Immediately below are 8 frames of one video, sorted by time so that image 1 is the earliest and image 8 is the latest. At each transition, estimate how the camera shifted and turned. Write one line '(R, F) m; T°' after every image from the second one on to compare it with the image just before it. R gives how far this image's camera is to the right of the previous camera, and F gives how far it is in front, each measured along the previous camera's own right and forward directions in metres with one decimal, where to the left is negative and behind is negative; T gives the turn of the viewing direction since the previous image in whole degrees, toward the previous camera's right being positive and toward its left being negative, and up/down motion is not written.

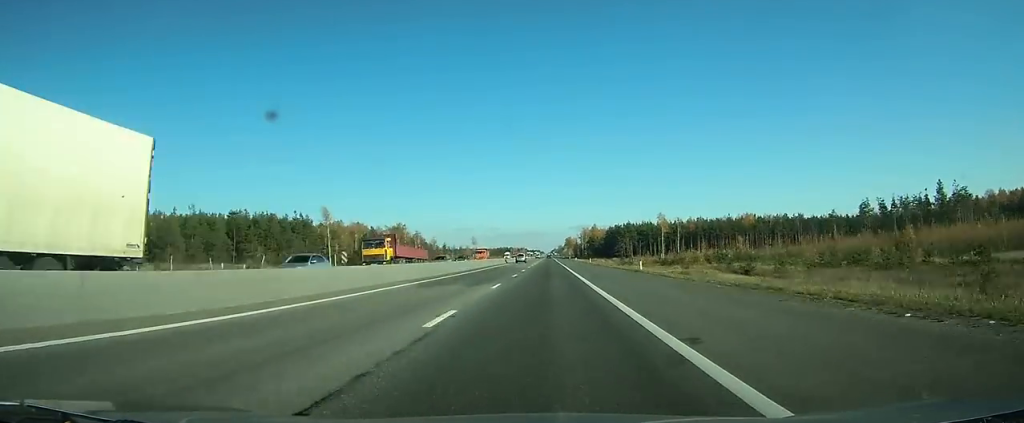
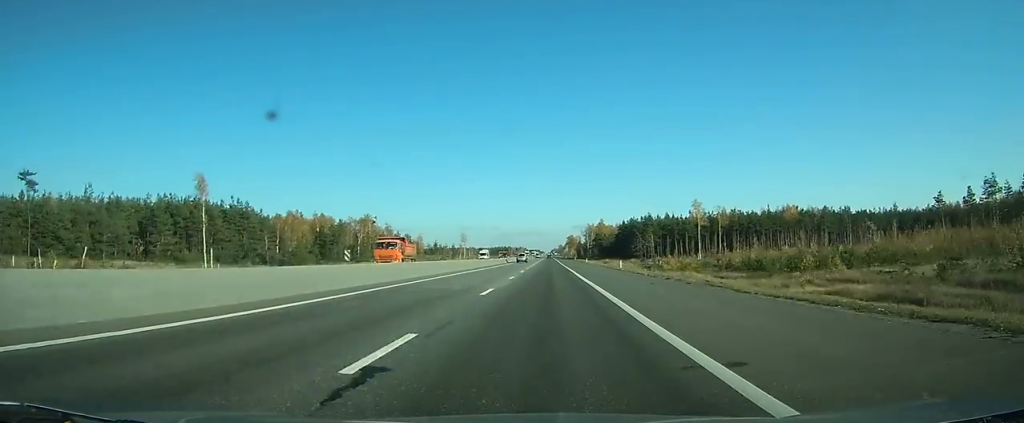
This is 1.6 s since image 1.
(0.0, +36.9) m; 0°
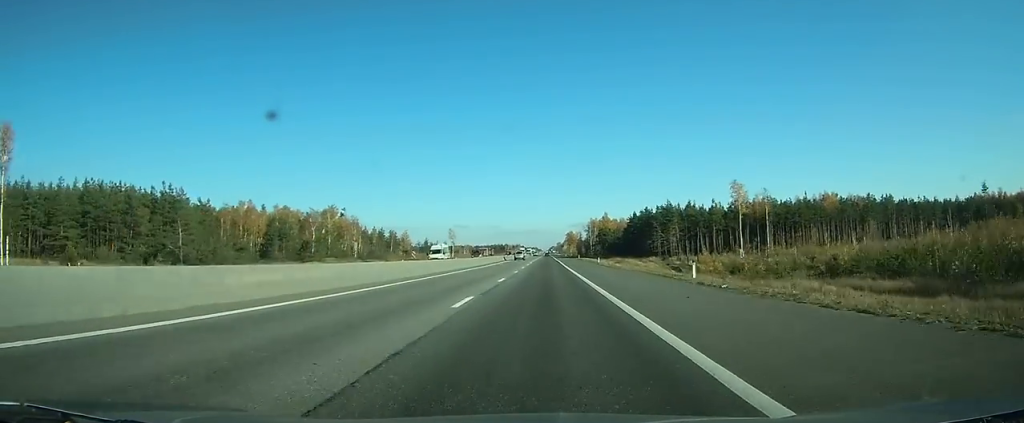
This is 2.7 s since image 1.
(0.0, +28.6) m; 0°
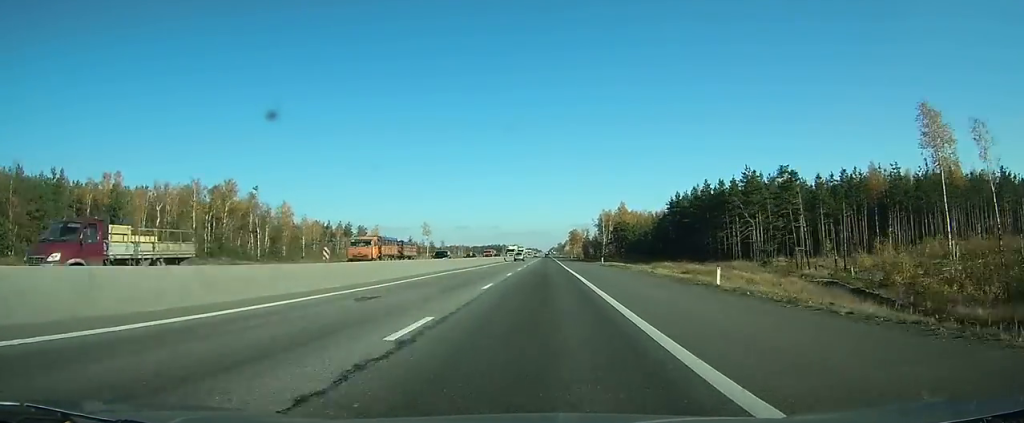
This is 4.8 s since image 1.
(0.0, +56.6) m; 0°
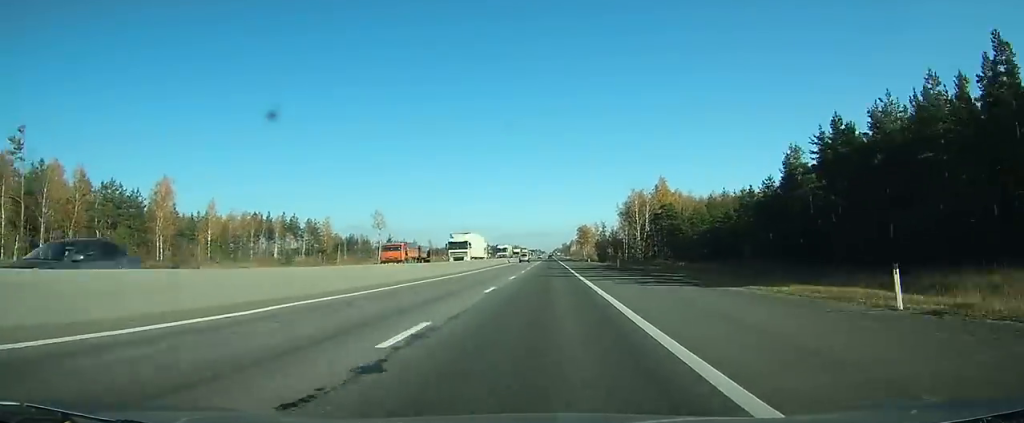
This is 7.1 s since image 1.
(-0.1, +64.7) m; 0°
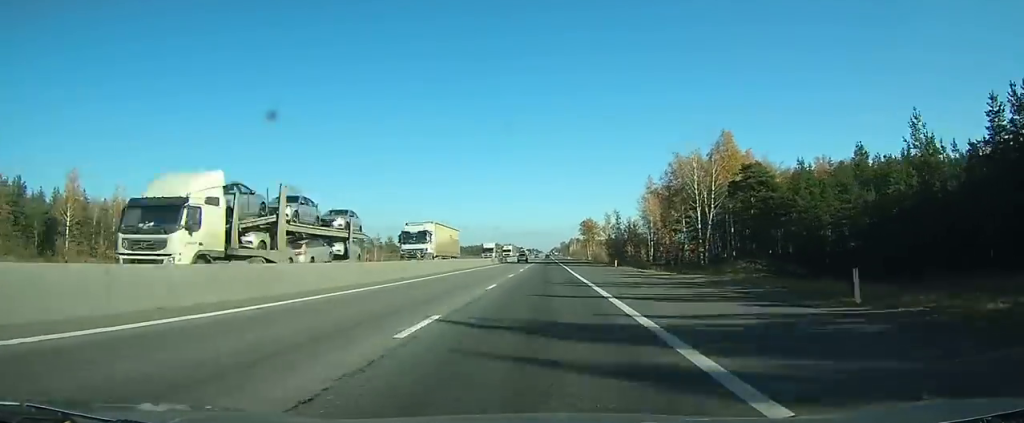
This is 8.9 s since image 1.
(0.0, +47.8) m; 0°
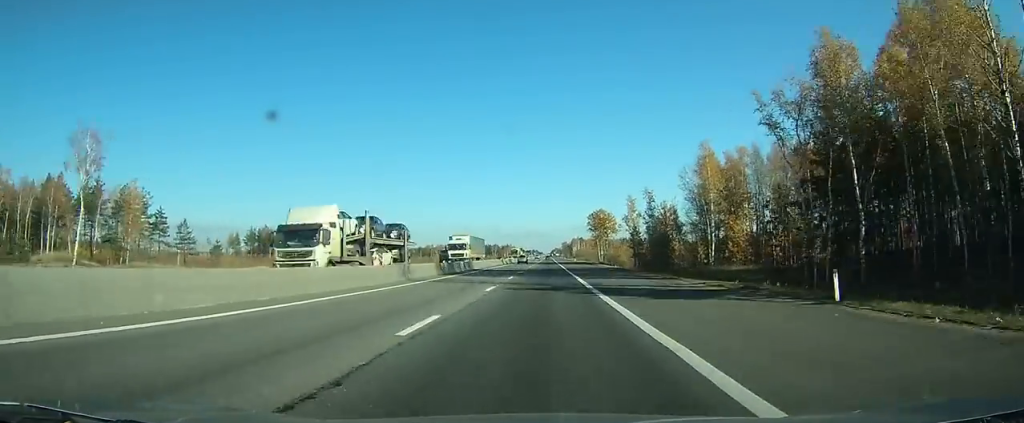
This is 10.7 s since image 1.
(-0.1, +47.1) m; 0°
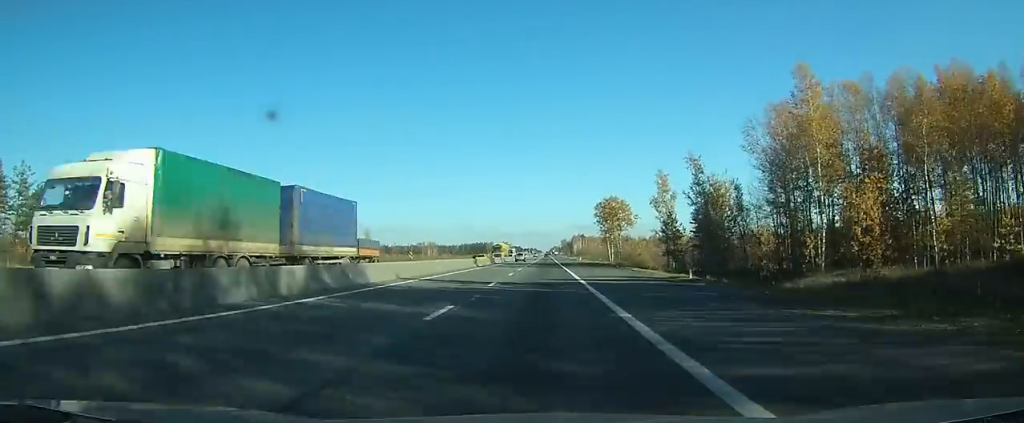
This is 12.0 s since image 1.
(0.0, +34.7) m; 0°
